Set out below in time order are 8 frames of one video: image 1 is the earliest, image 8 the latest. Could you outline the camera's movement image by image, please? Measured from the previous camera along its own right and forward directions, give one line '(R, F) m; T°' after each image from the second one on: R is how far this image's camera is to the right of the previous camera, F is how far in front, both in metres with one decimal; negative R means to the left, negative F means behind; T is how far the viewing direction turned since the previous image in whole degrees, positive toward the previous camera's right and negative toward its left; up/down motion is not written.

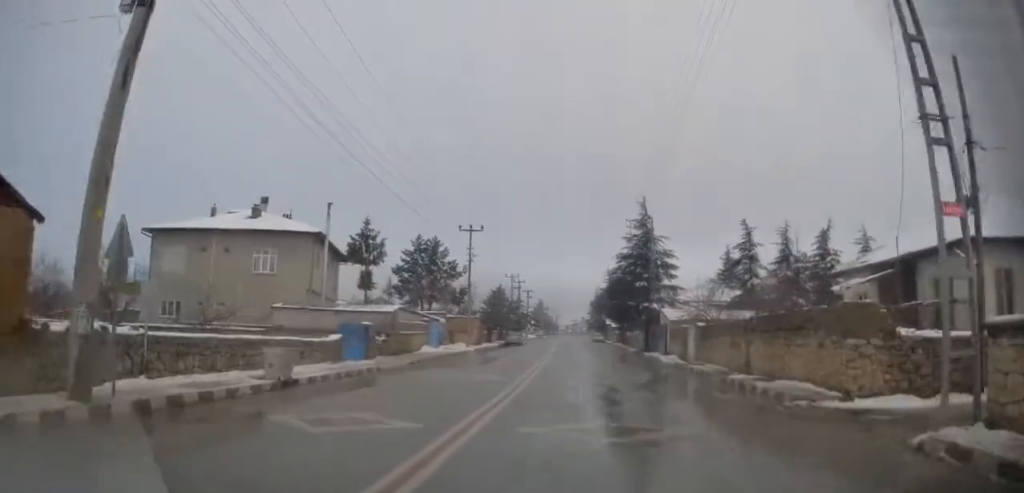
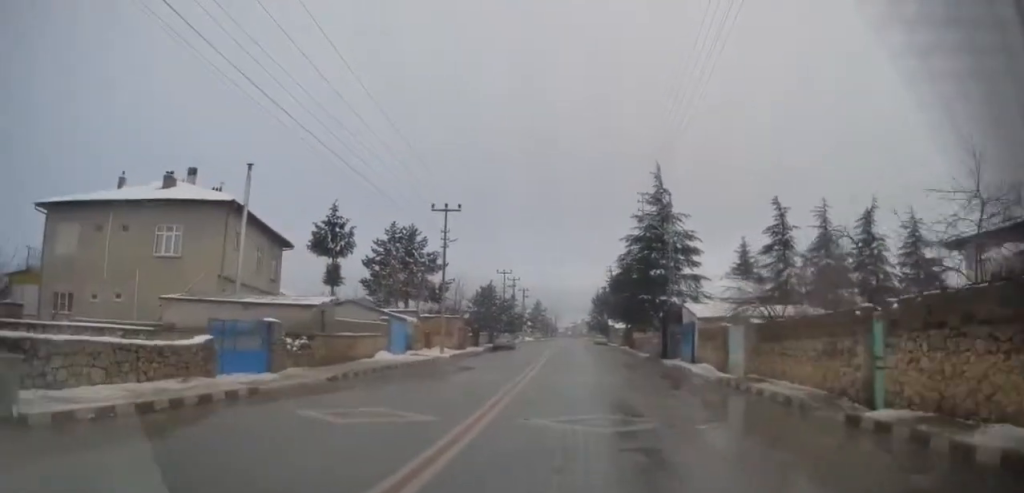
(+0.1, +8.9) m; -1°
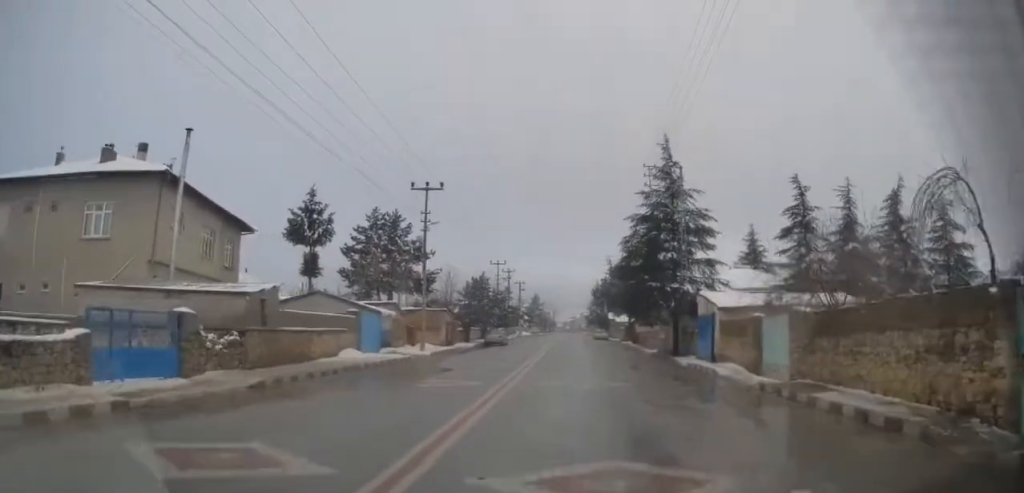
(-0.1, +4.8) m; 0°
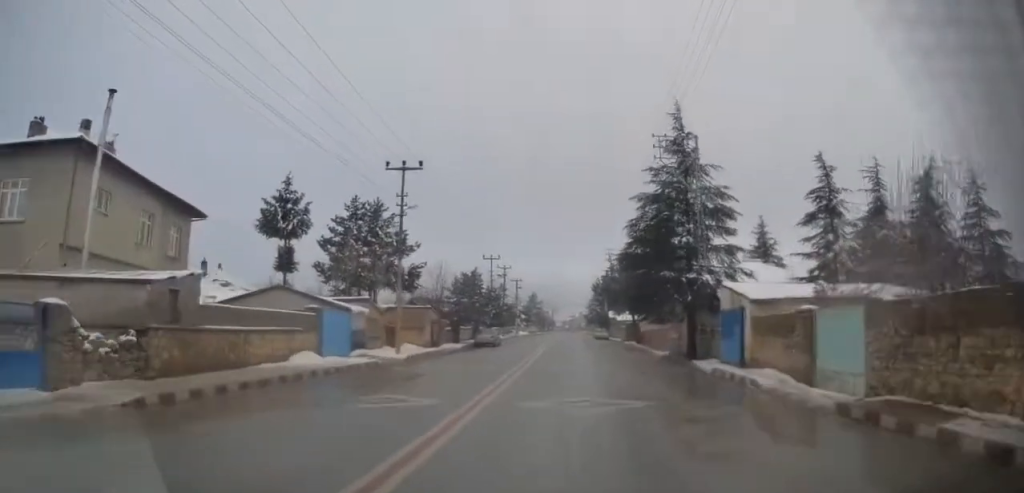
(-0.1, +4.5) m; 0°
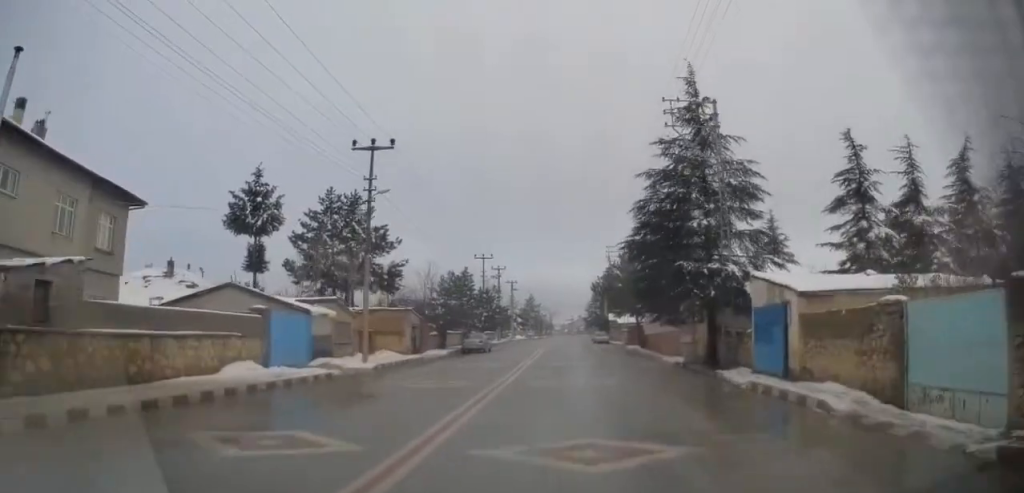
(0.0, +4.5) m; 0°
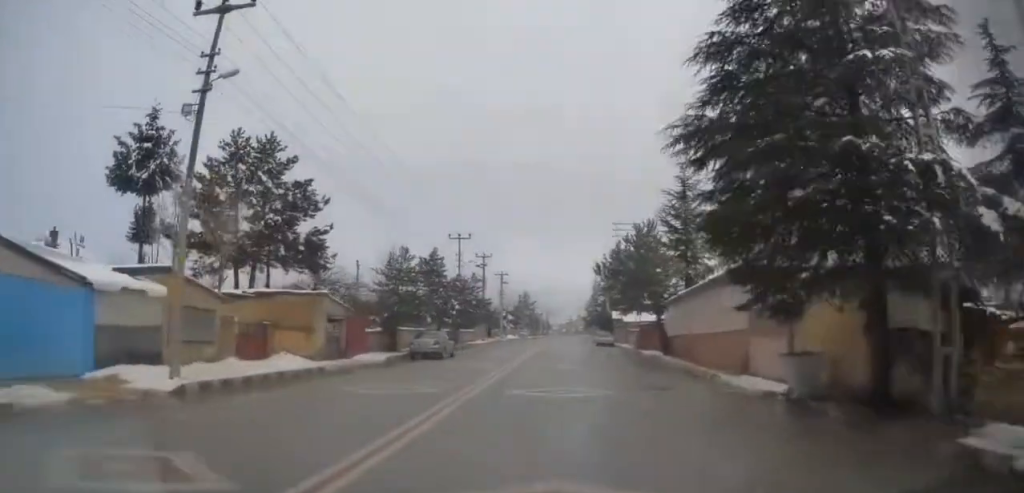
(0.0, +12.8) m; -1°
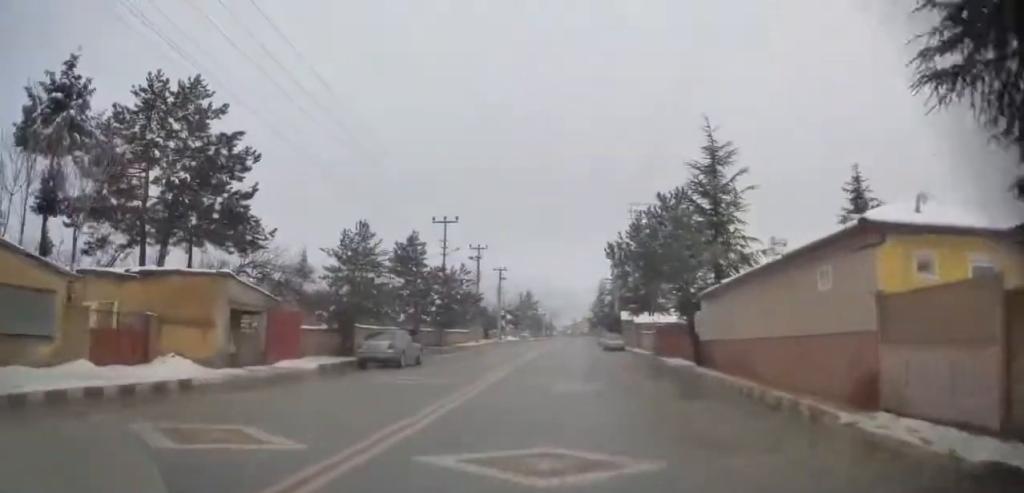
(-0.1, +8.3) m; -1°
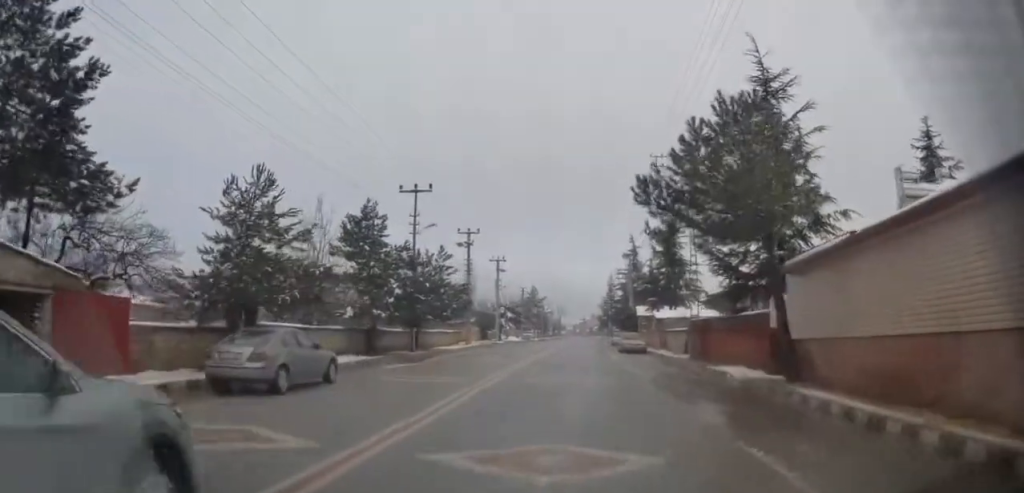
(-0.1, +11.0) m; -1°
